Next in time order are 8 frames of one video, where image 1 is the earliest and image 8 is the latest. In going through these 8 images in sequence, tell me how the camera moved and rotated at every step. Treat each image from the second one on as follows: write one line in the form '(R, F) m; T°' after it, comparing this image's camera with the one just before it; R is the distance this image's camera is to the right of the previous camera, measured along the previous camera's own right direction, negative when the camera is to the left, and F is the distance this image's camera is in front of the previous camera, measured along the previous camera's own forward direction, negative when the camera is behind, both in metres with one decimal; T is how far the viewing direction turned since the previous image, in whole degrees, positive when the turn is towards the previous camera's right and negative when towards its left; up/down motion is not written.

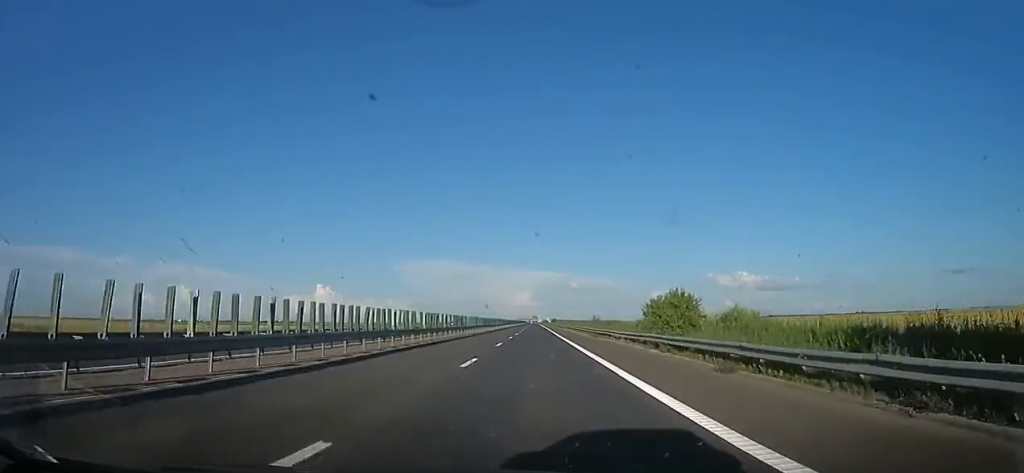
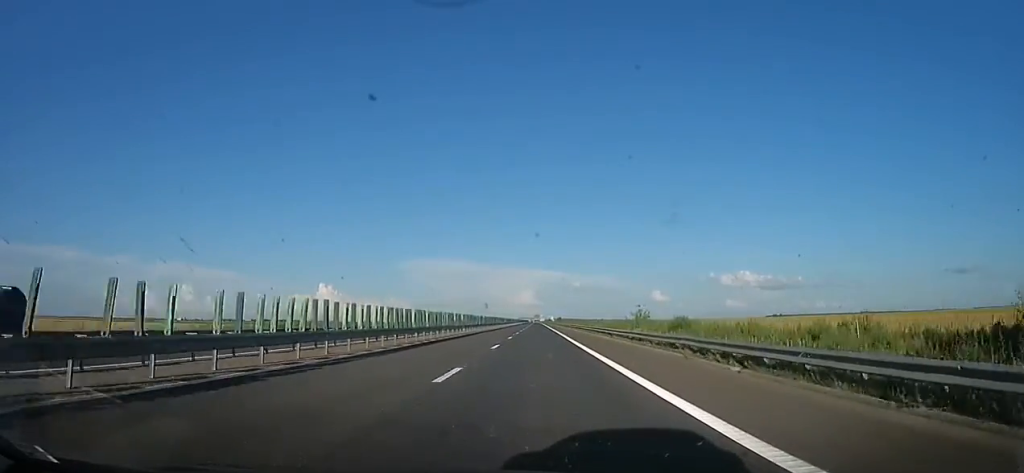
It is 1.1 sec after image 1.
(+1.7, +39.8) m; +2°
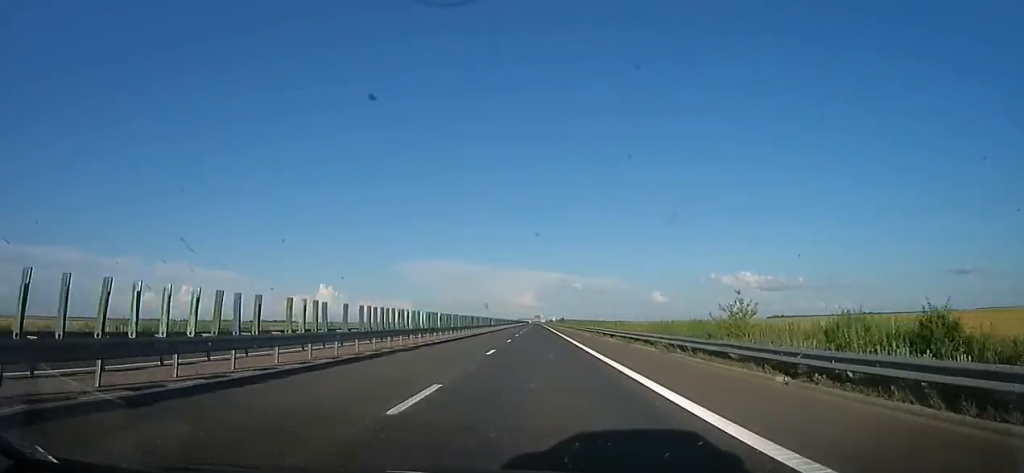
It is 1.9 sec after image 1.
(+0.1, +27.4) m; -2°
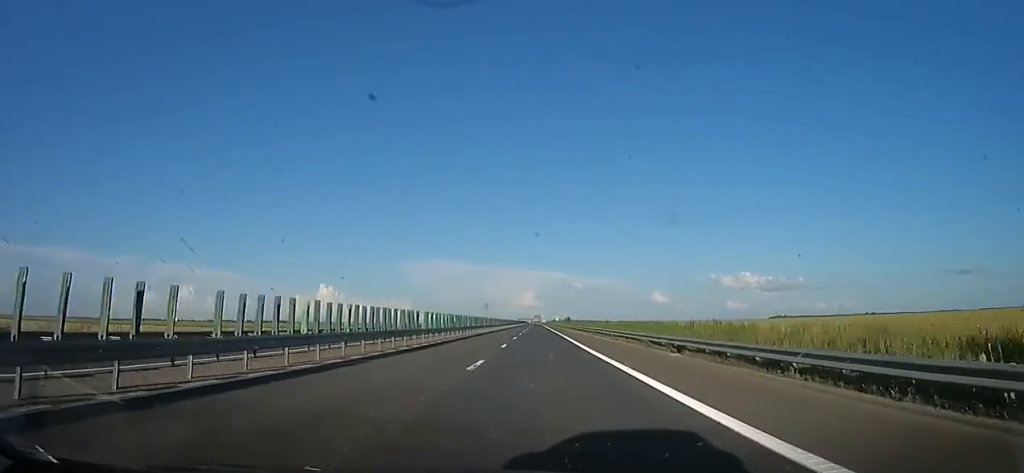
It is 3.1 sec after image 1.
(-1.5, +41.5) m; 0°
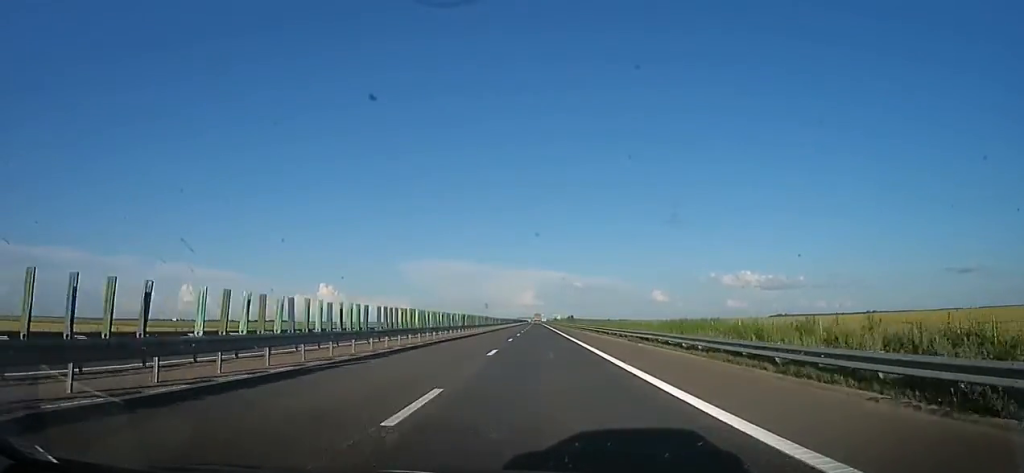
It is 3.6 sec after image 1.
(+0.8, +19.0) m; 0°
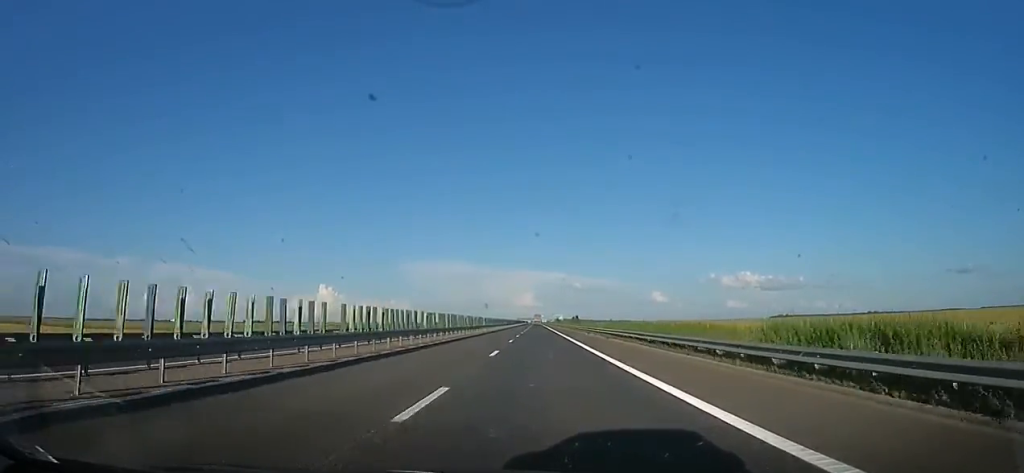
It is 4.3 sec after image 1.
(+0.2, +24.4) m; 0°
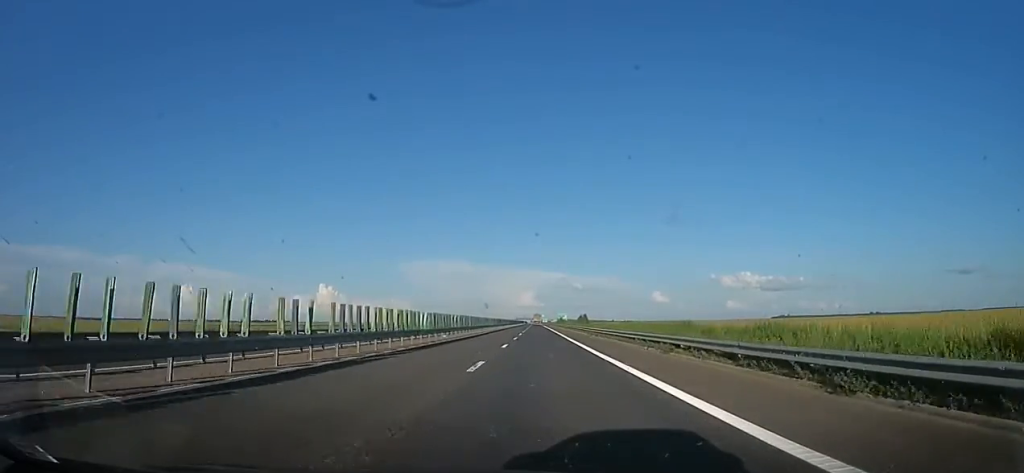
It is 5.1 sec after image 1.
(-1.0, +29.7) m; 0°
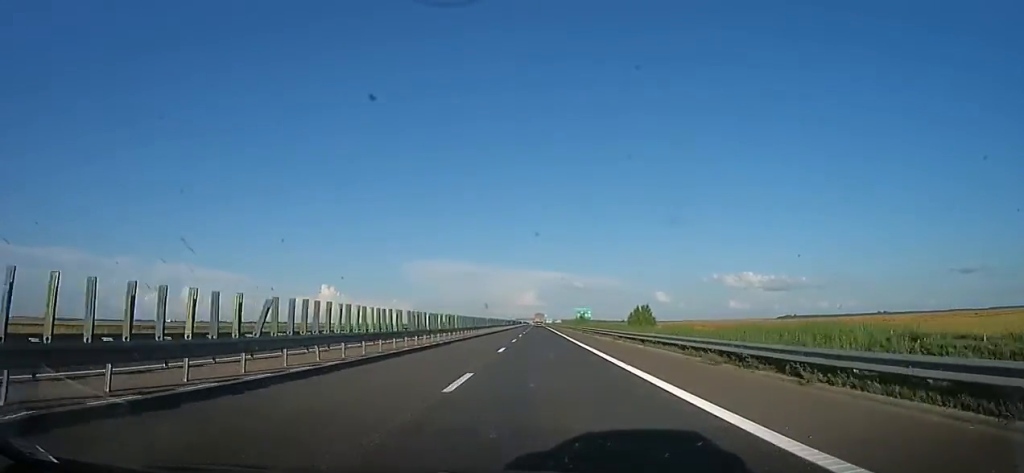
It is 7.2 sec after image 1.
(+2.3, +75.5) m; 0°
